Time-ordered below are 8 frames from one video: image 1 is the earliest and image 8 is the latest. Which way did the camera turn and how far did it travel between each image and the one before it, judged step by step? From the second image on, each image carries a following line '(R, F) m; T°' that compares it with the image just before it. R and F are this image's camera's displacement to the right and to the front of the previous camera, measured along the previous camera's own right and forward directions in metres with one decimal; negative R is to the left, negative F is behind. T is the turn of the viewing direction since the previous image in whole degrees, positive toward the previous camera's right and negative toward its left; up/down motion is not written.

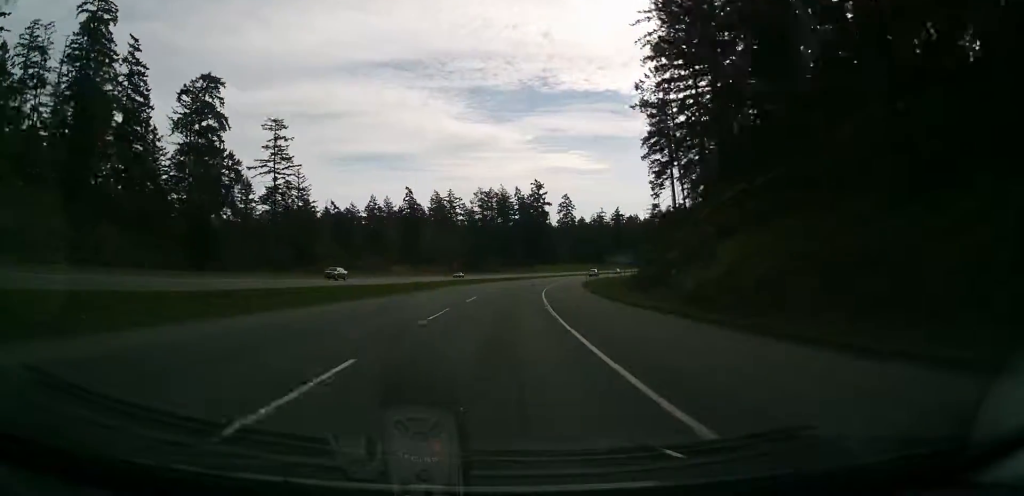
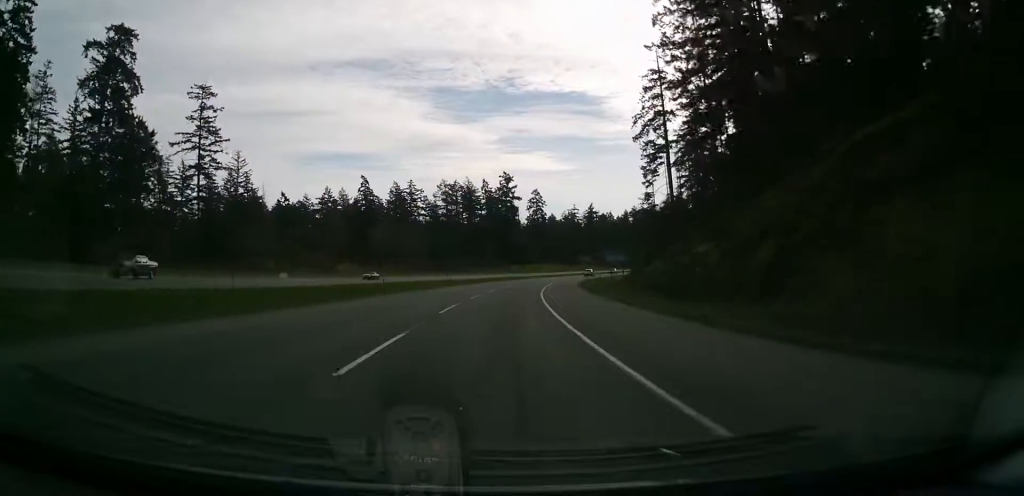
(0.0, +21.7) m; +3°
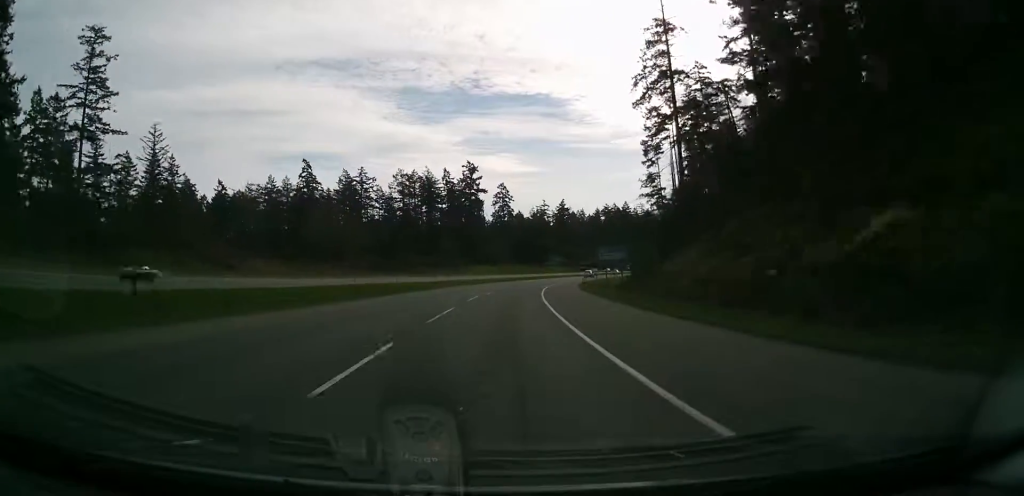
(+1.2, +26.2) m; +5°
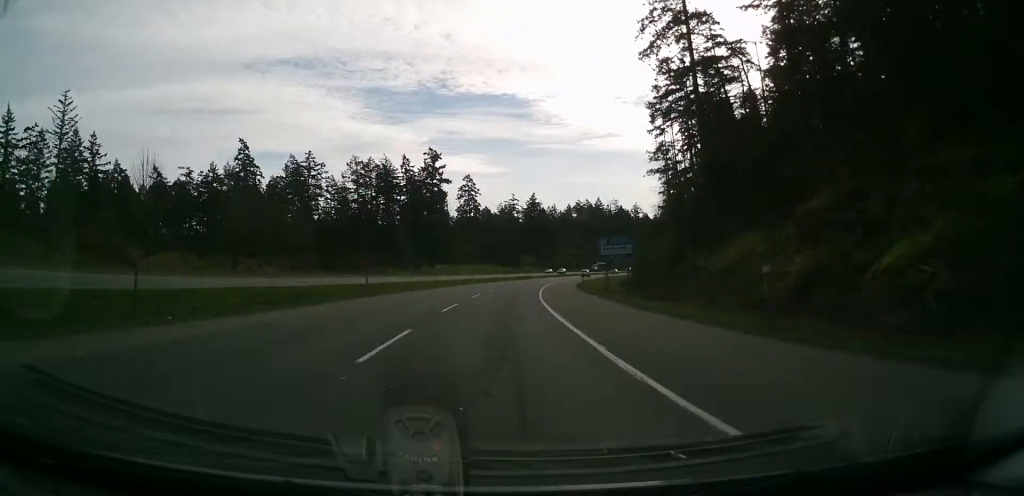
(+0.9, +22.4) m; +2°
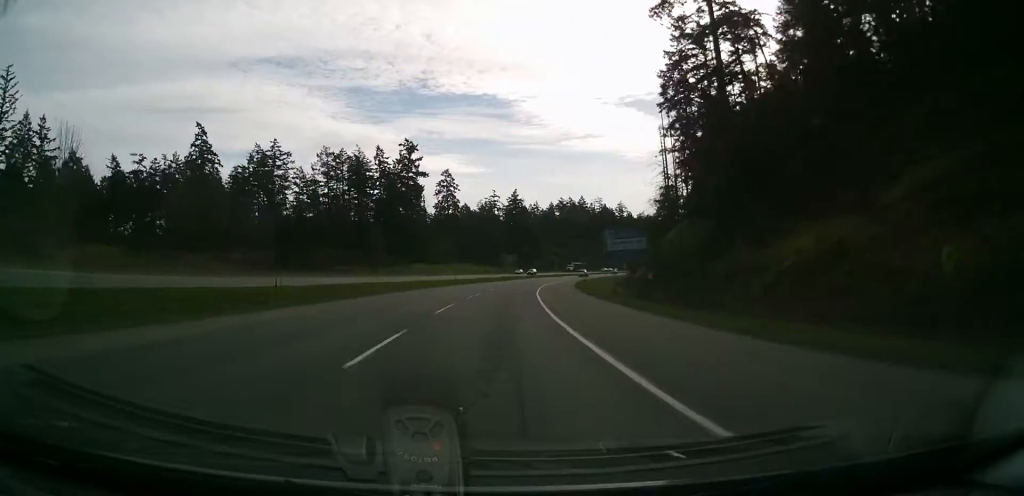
(+0.3, +13.0) m; +1°
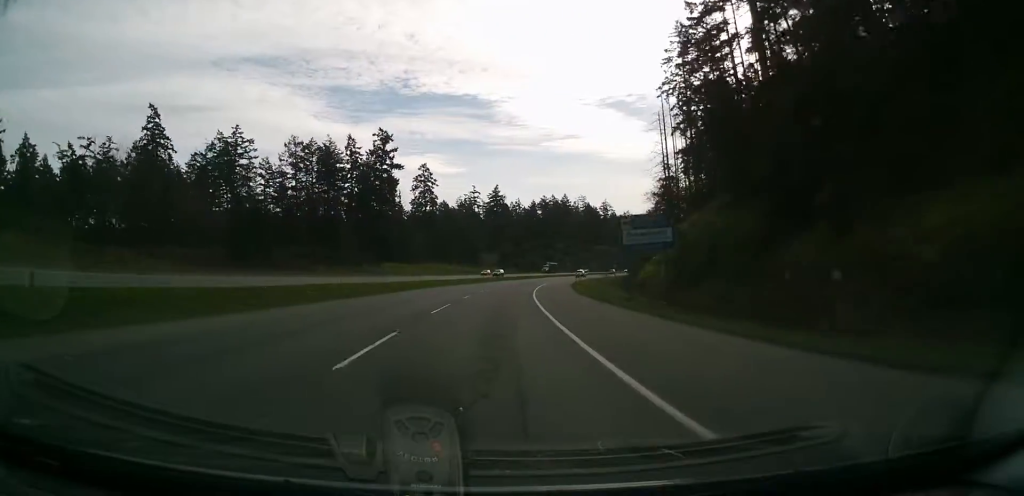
(-0.3, +13.1) m; +2°
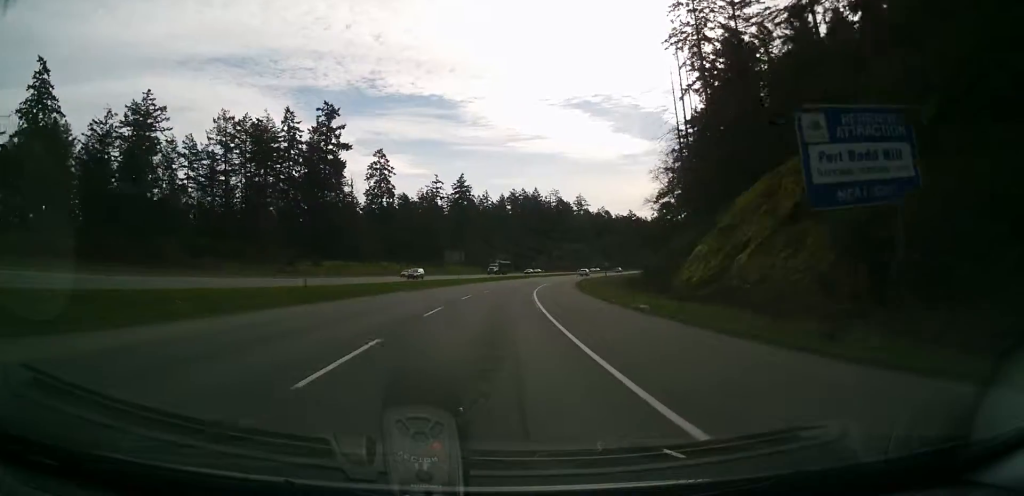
(+1.1, +26.8) m; +4°
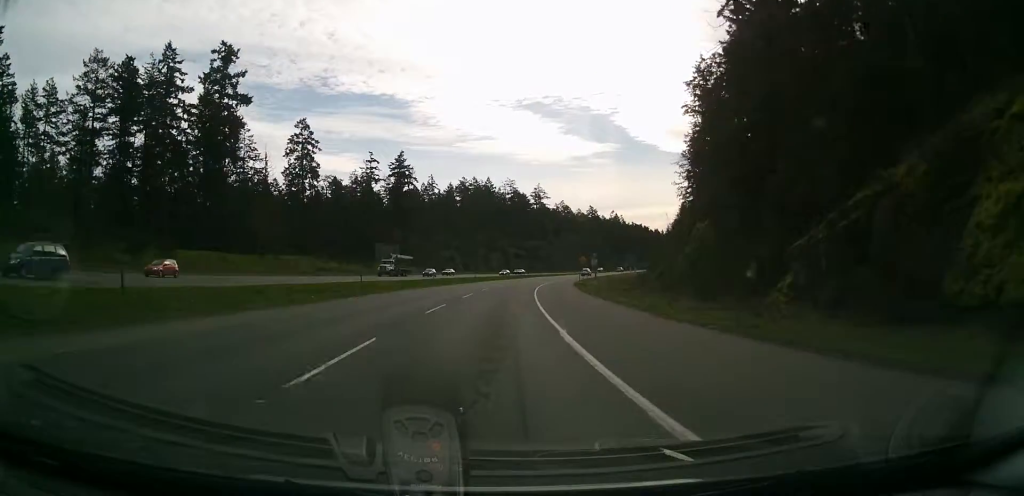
(+1.3, +37.0) m; +3°
